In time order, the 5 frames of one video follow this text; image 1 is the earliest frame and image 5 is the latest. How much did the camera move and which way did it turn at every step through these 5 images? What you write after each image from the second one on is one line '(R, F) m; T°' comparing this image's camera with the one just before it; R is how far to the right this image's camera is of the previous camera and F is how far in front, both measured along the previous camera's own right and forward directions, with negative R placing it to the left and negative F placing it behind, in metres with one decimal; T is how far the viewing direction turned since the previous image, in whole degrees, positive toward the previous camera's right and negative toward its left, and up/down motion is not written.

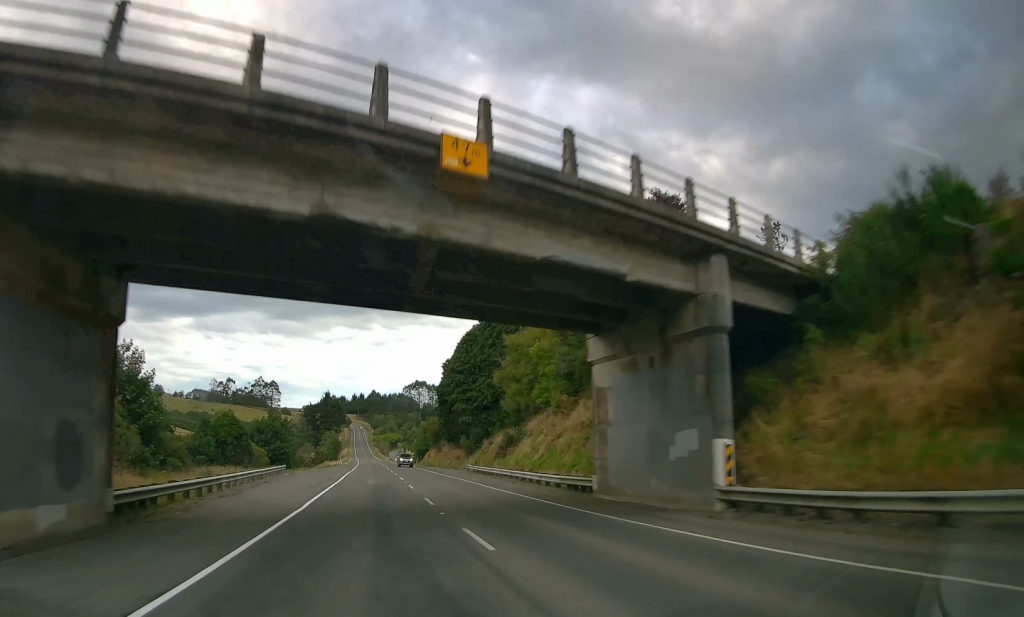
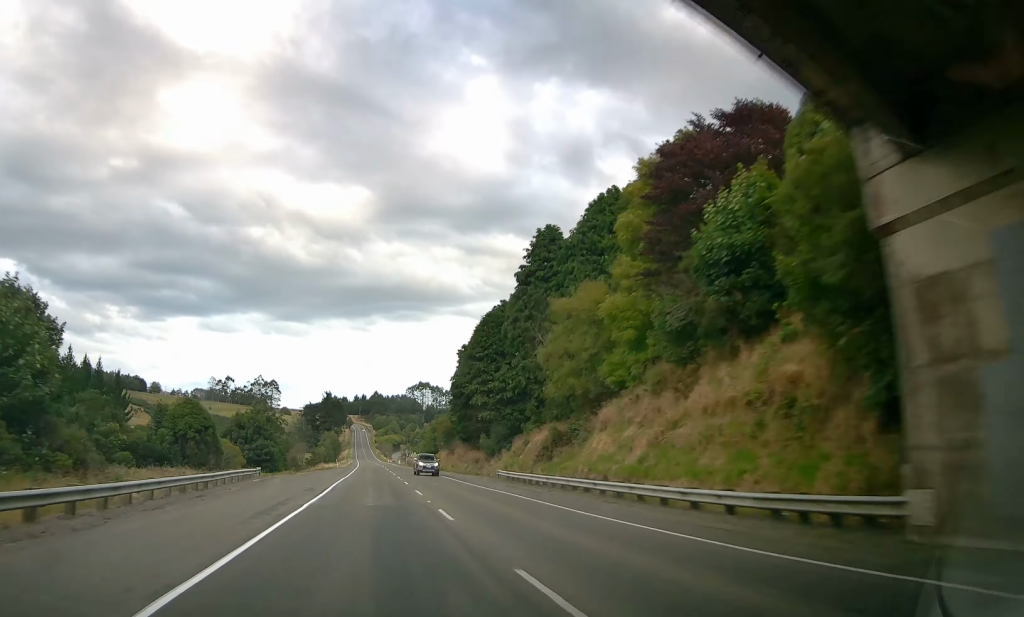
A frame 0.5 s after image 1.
(-0.2, +14.7) m; +1°
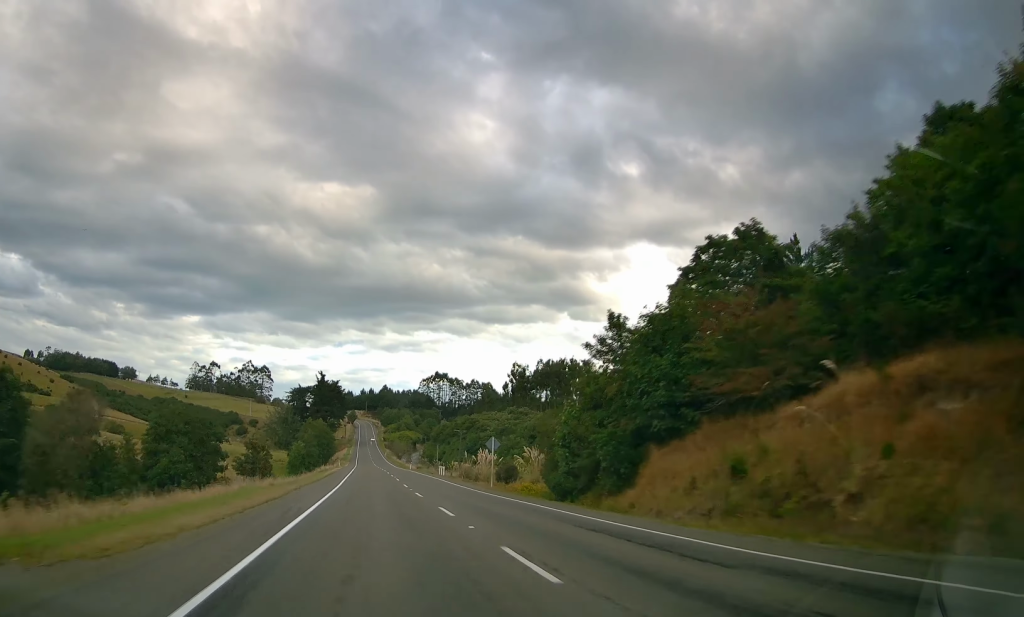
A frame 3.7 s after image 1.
(-1.5, +88.4) m; -1°
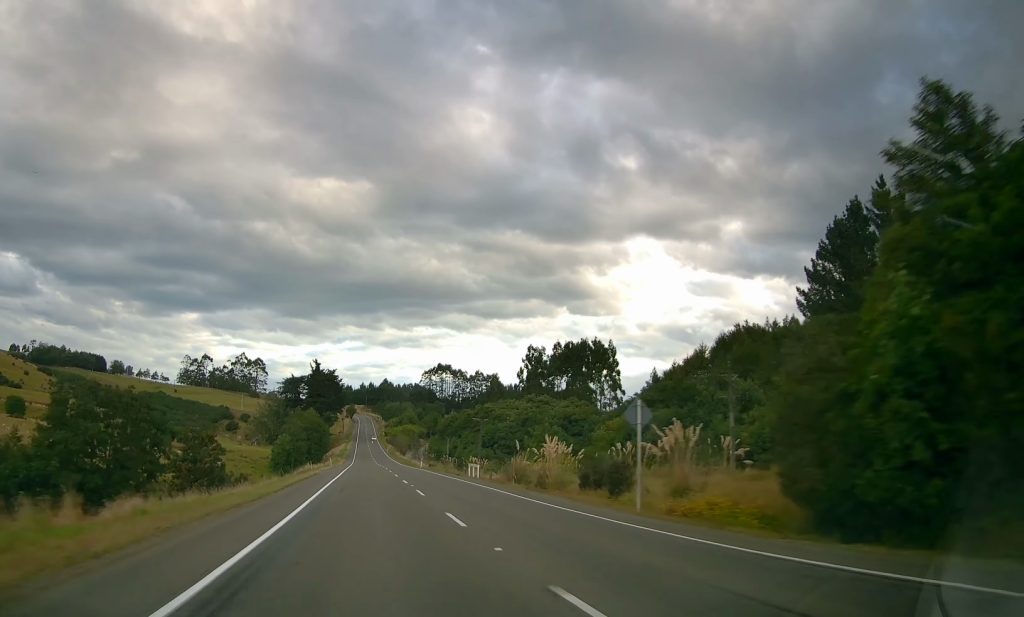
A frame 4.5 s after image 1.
(+1.0, +24.0) m; 0°
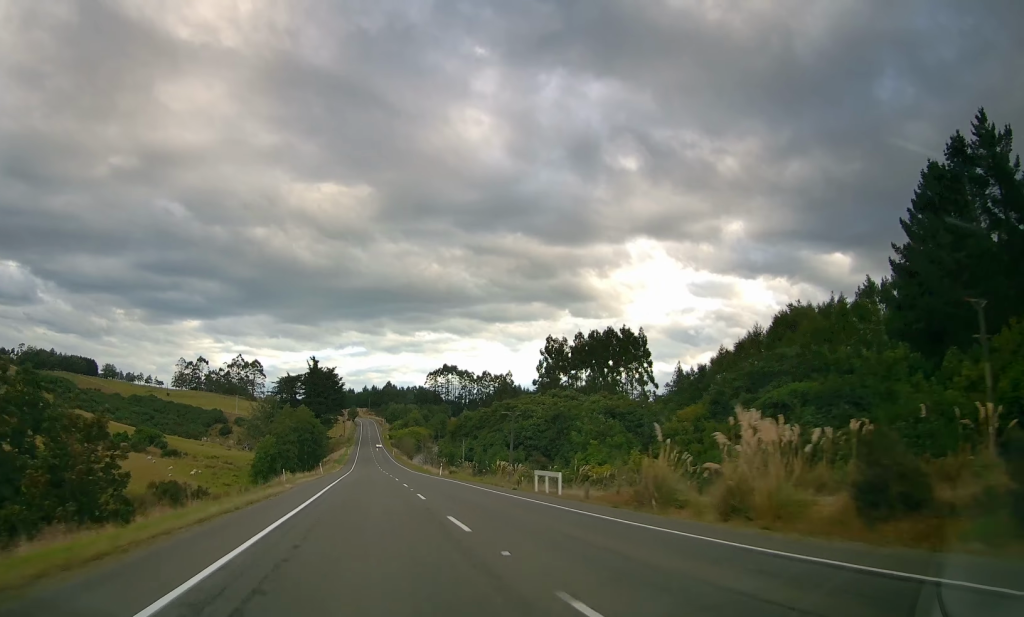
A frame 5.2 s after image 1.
(-0.4, +21.1) m; -1°
